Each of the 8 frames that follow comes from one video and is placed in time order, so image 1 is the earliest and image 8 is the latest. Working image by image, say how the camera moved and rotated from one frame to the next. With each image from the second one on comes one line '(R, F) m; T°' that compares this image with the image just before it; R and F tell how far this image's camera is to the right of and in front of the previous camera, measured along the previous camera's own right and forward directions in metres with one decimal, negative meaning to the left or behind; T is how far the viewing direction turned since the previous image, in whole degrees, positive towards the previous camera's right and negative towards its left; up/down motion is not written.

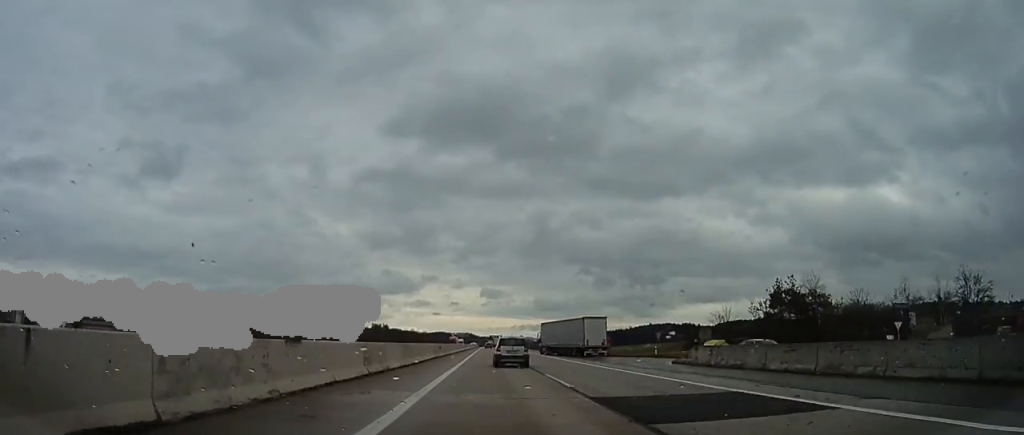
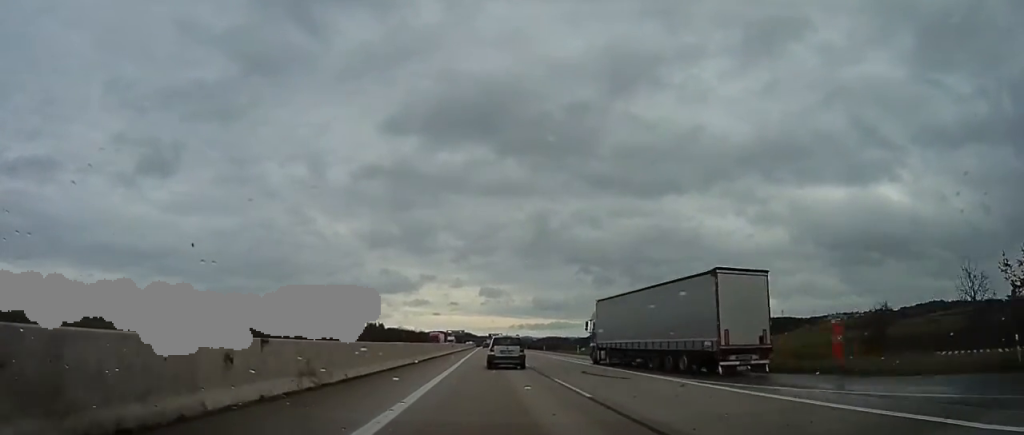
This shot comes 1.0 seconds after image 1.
(+1.1, +38.2) m; 0°
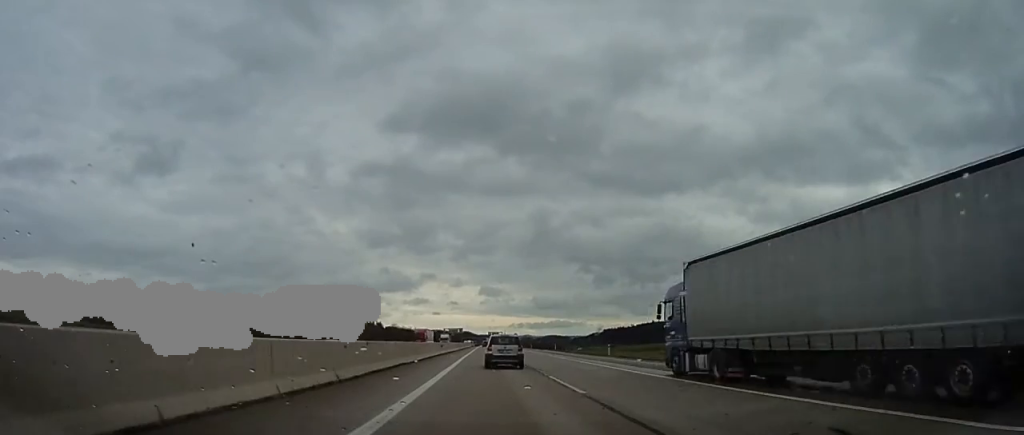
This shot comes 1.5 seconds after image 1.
(-0.4, +16.9) m; -1°
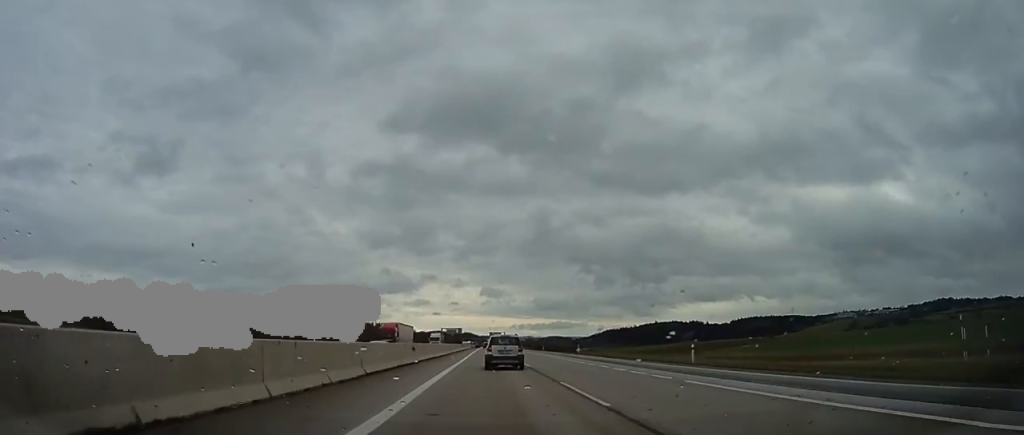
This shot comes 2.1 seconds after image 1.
(-0.1, +20.2) m; 0°
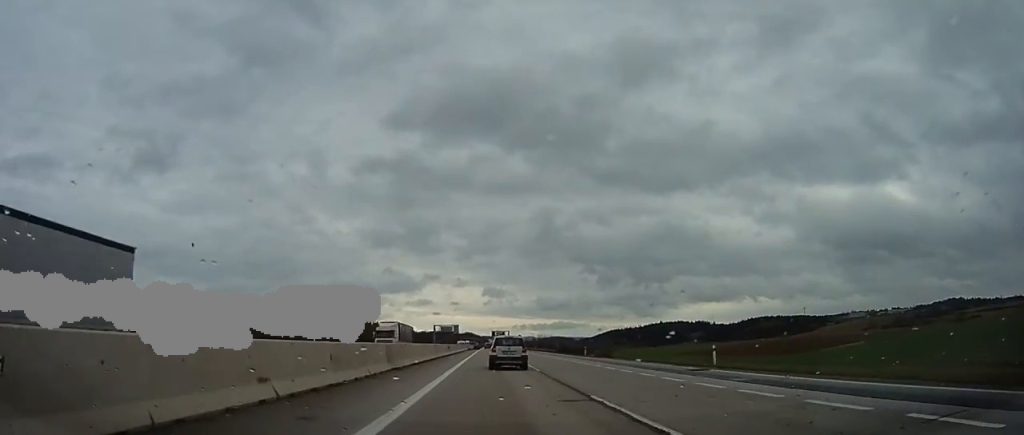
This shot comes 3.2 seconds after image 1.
(+0.2, +39.7) m; +1°
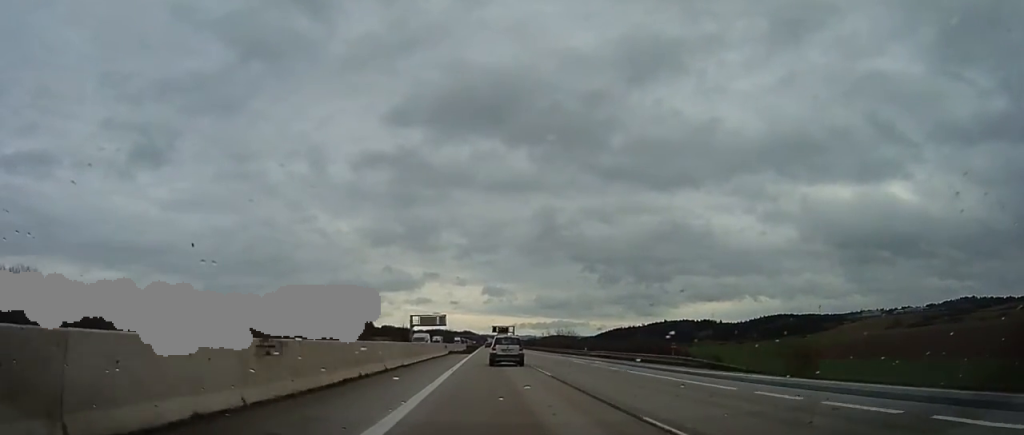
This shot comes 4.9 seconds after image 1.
(+0.3, +58.3) m; 0°
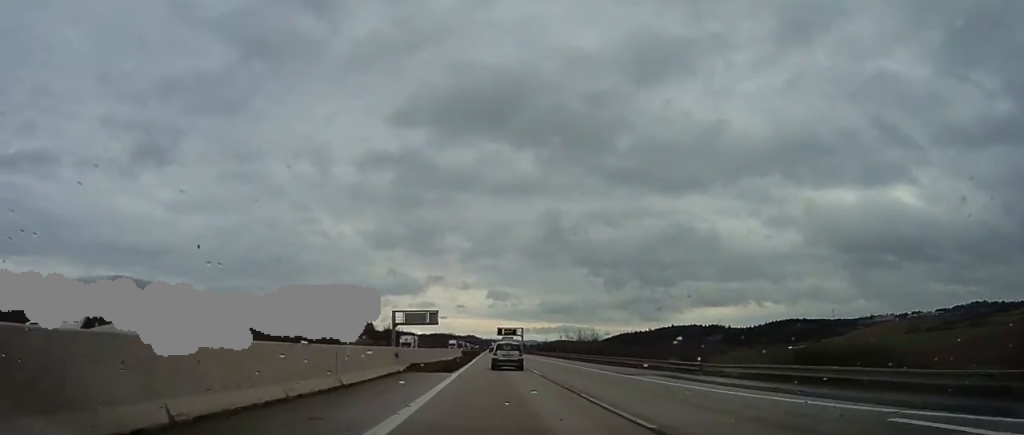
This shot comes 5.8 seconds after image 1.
(-0.1, +30.7) m; 0°
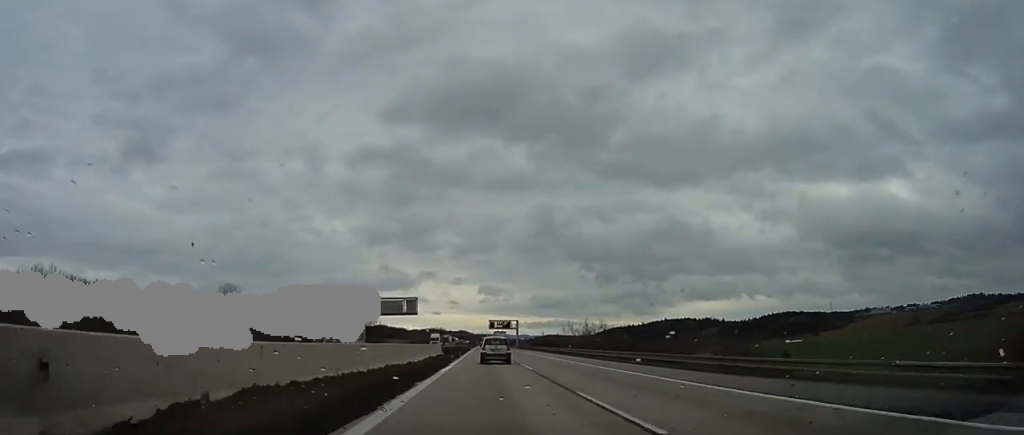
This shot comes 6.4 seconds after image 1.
(0.0, +19.3) m; 0°
